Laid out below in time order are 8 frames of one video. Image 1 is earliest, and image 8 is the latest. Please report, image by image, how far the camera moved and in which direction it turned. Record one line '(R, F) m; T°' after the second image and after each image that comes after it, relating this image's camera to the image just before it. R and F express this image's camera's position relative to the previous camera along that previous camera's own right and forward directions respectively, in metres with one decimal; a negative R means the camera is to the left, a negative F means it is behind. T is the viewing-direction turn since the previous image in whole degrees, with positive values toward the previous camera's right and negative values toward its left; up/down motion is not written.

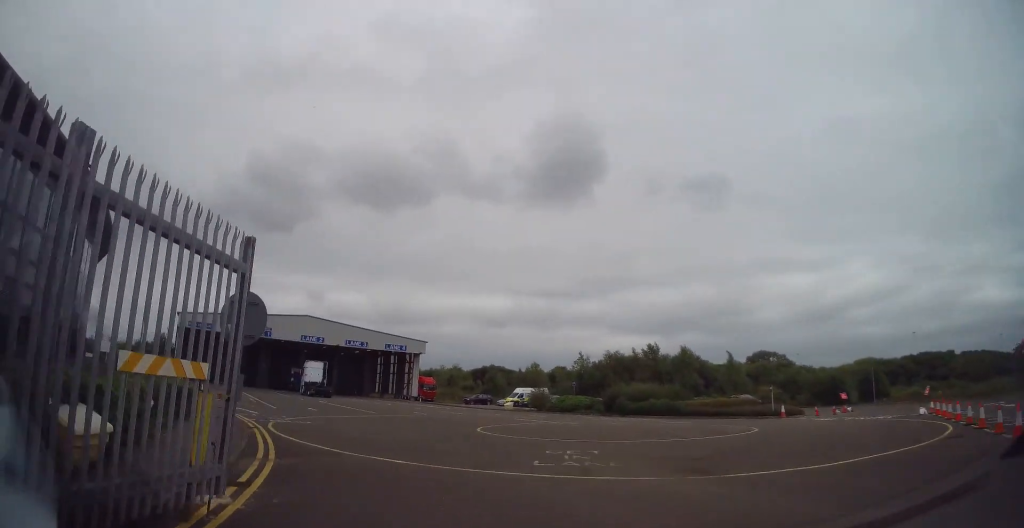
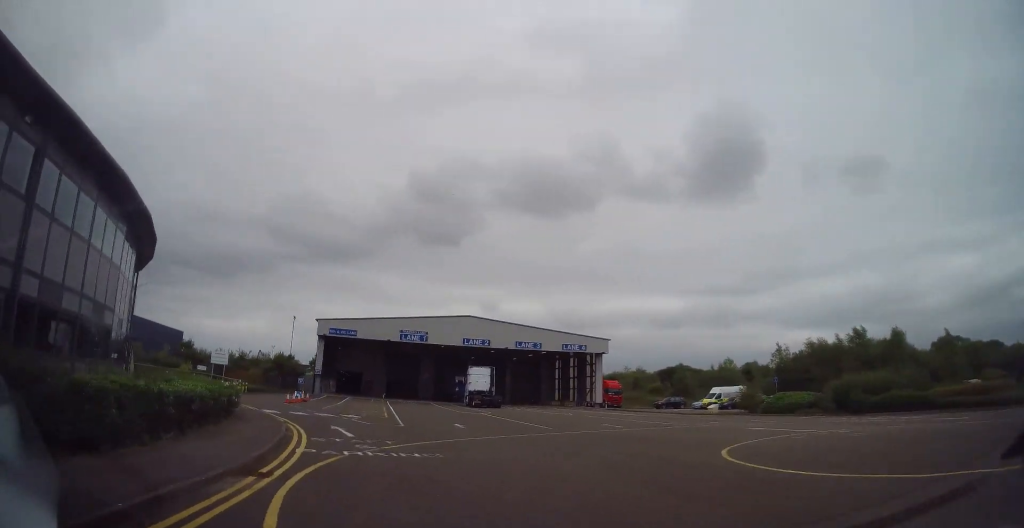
(-0.9, +8.5) m; -16°
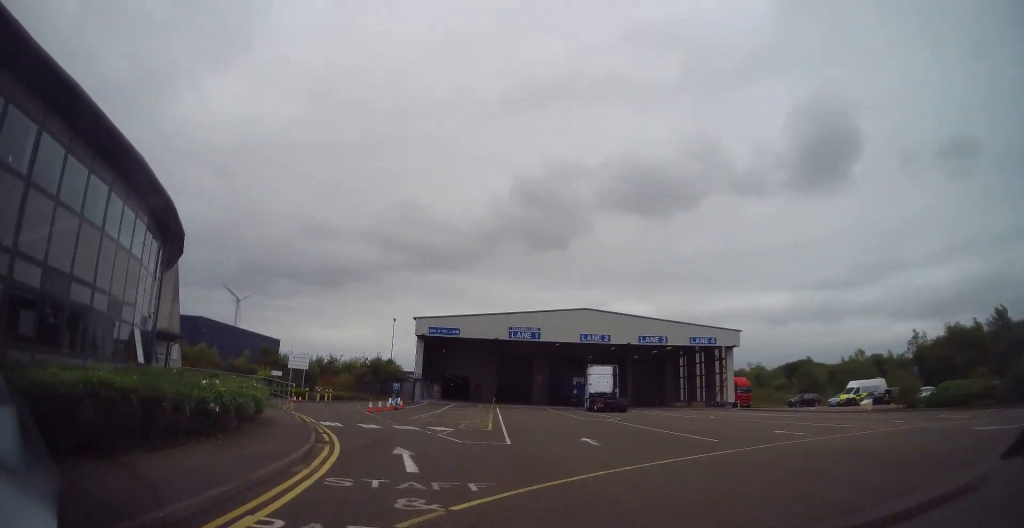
(-0.8, +6.5) m; -13°
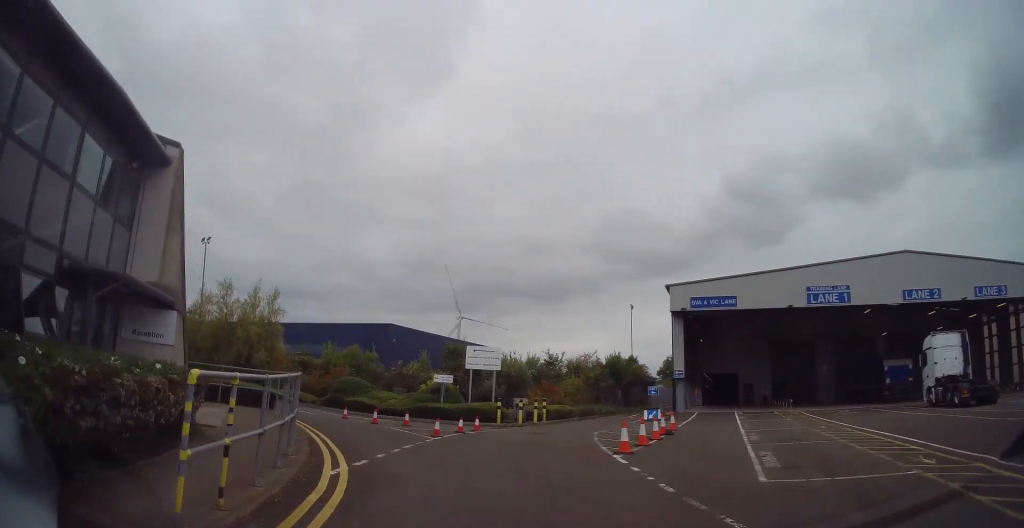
(-4.3, +15.8) m; -31°
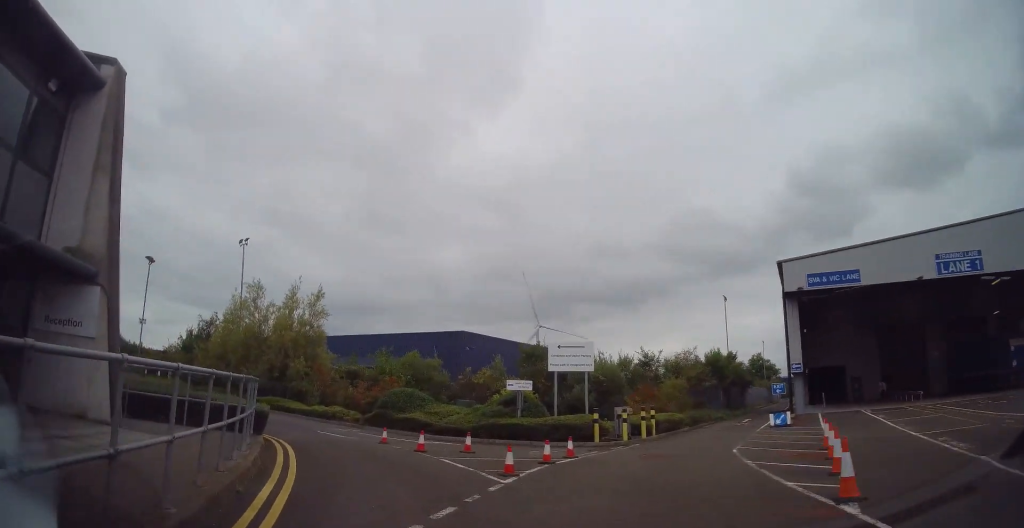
(-1.0, +7.9) m; -14°
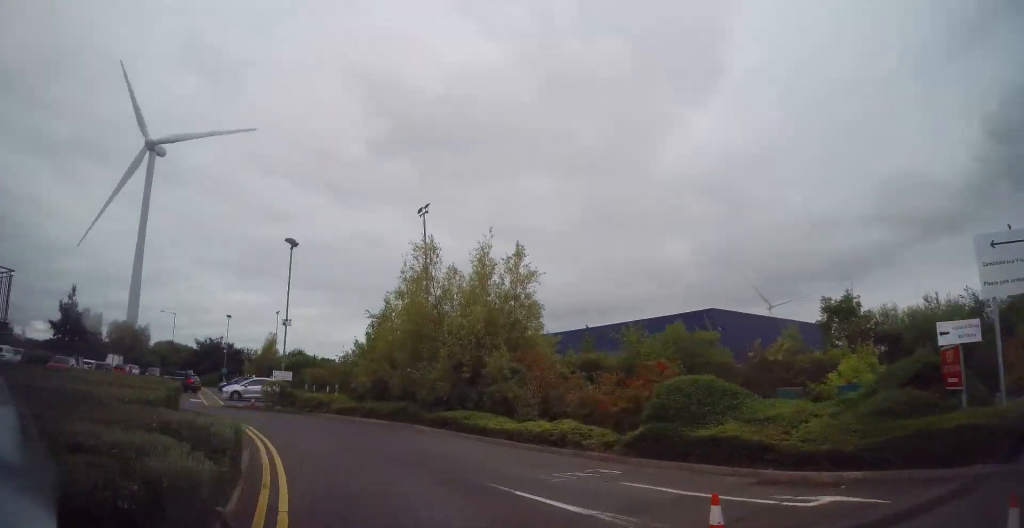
(-1.9, +10.7) m; -23°
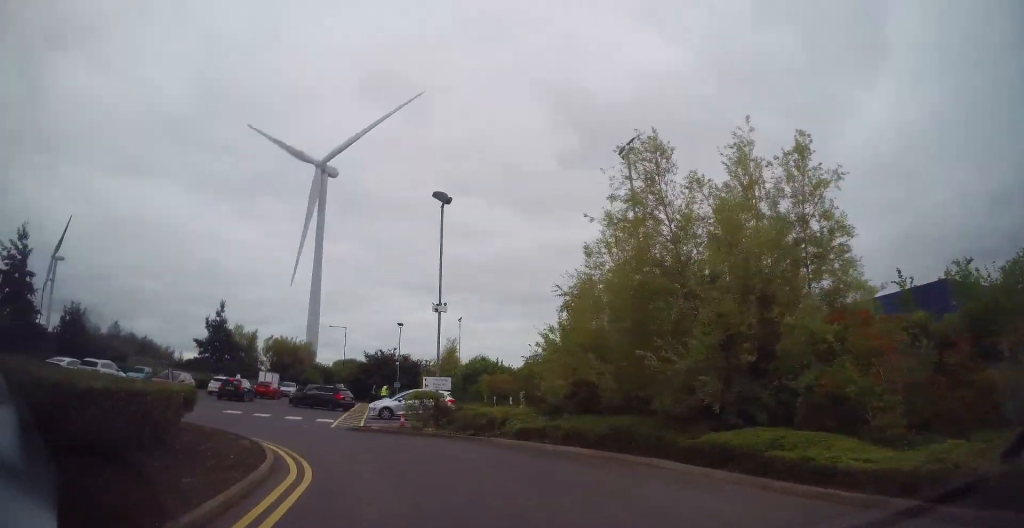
(-1.1, +5.1) m; -16°
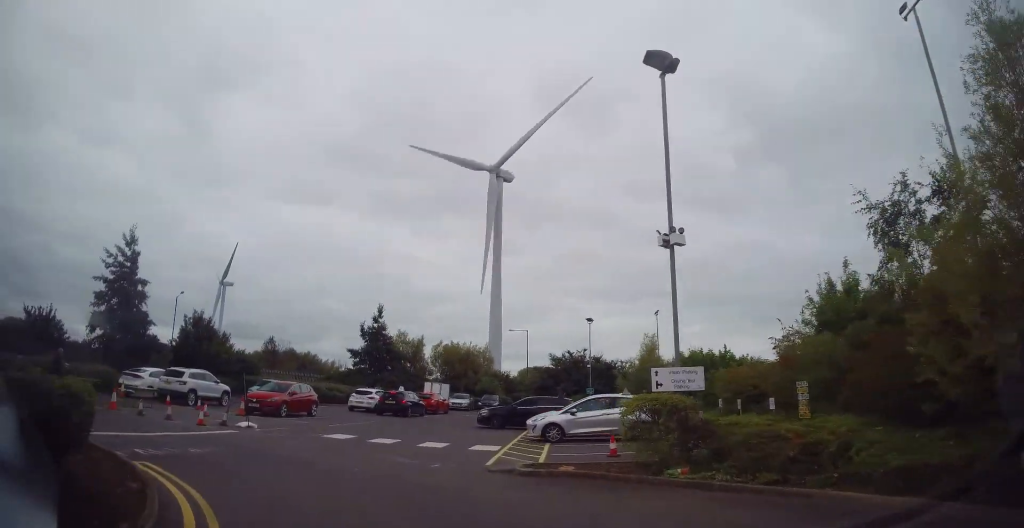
(-0.5, +6.3) m; -22°
